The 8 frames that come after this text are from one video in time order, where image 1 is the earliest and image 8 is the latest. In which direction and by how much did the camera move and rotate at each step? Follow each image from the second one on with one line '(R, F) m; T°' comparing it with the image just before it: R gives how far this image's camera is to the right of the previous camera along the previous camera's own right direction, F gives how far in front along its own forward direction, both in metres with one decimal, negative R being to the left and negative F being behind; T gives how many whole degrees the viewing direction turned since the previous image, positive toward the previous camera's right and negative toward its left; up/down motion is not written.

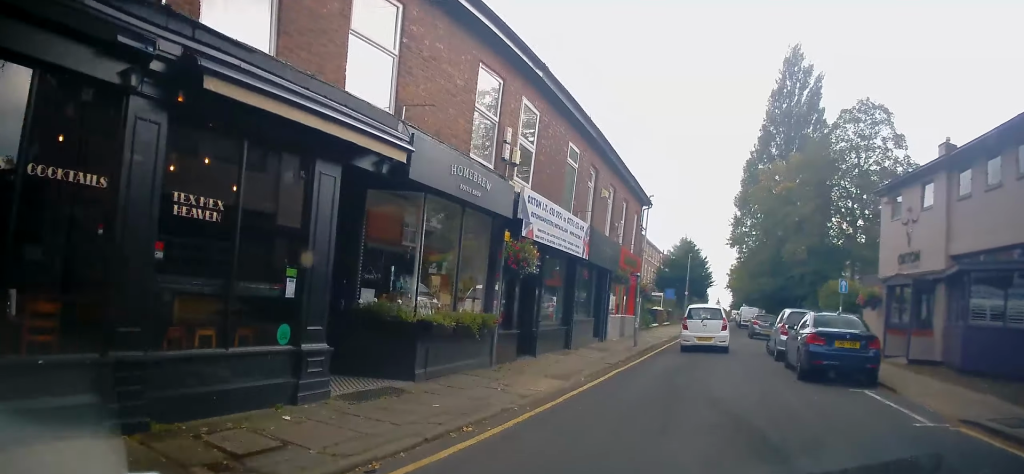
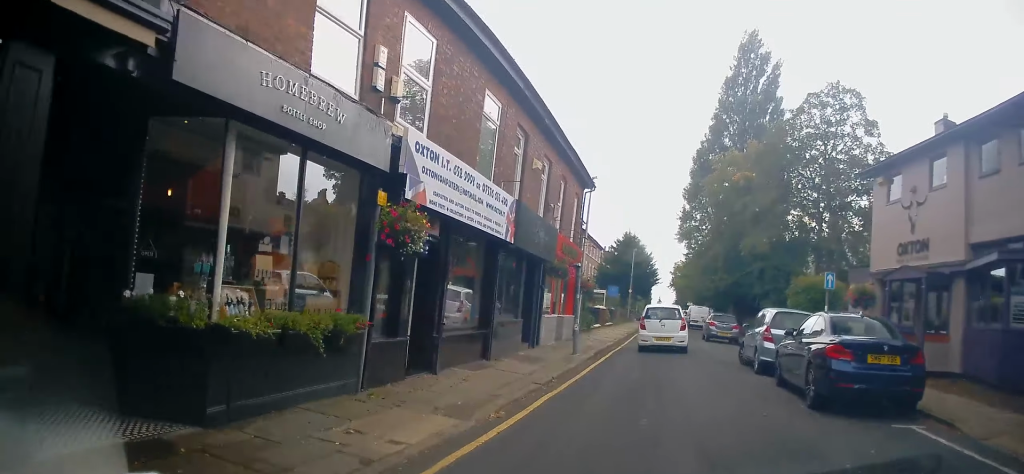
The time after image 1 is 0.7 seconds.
(+0.1, +3.6) m; +6°
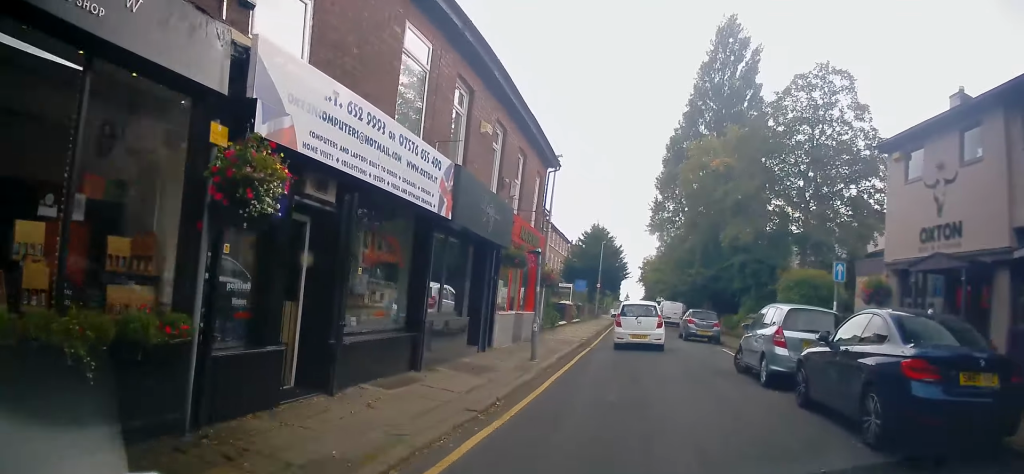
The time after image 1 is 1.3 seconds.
(0.0, +2.7) m; +4°
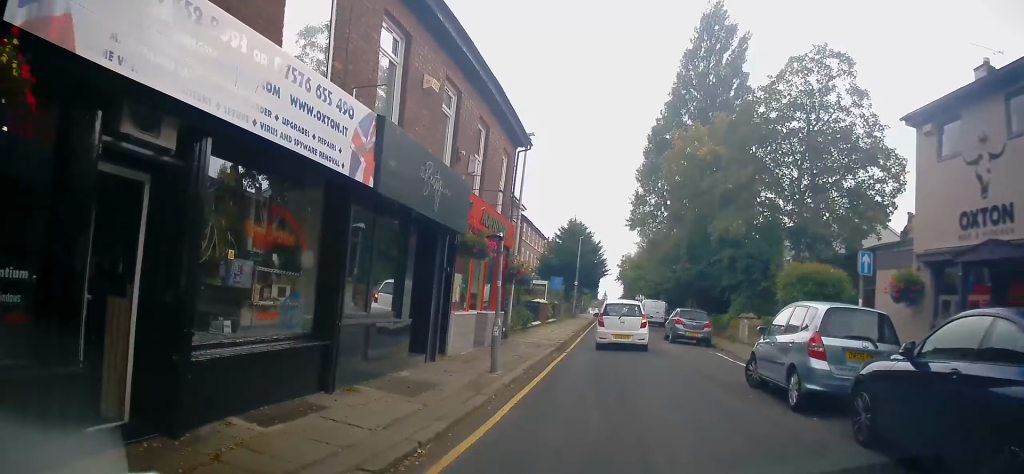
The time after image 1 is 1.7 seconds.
(+0.3, +2.6) m; +1°
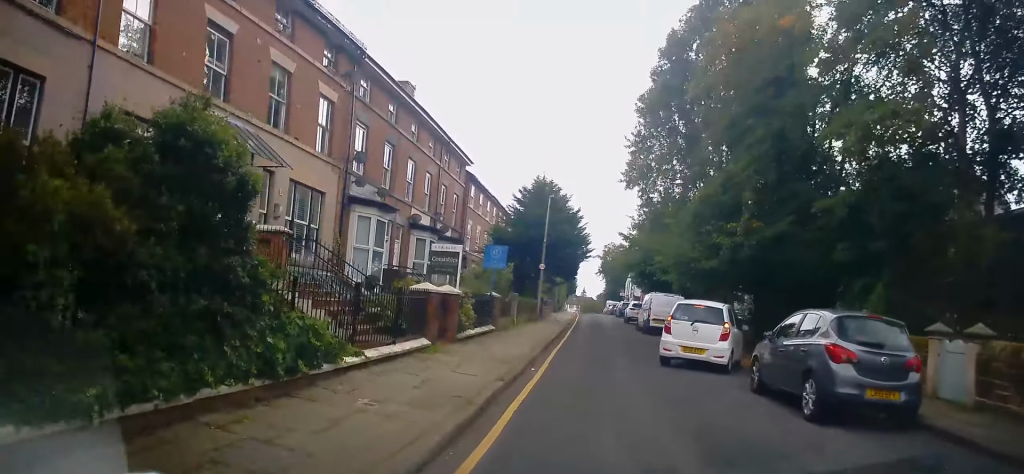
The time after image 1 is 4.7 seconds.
(+0.2, +16.8) m; +2°
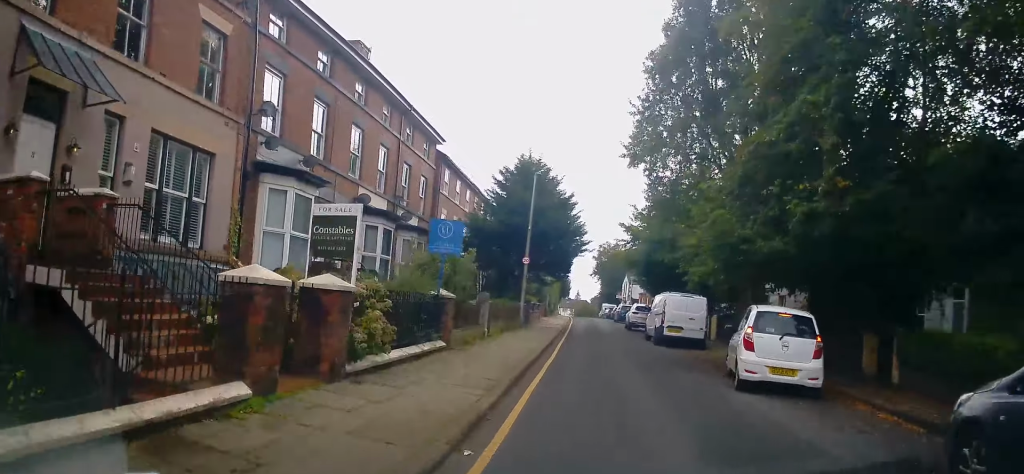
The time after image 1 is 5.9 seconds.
(+0.3, +6.3) m; +2°
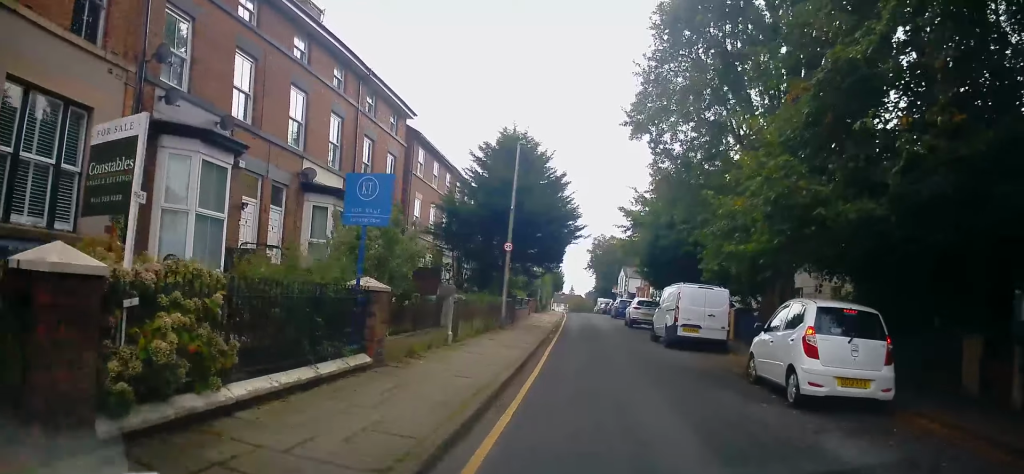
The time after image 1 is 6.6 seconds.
(0.0, +4.2) m; -1°
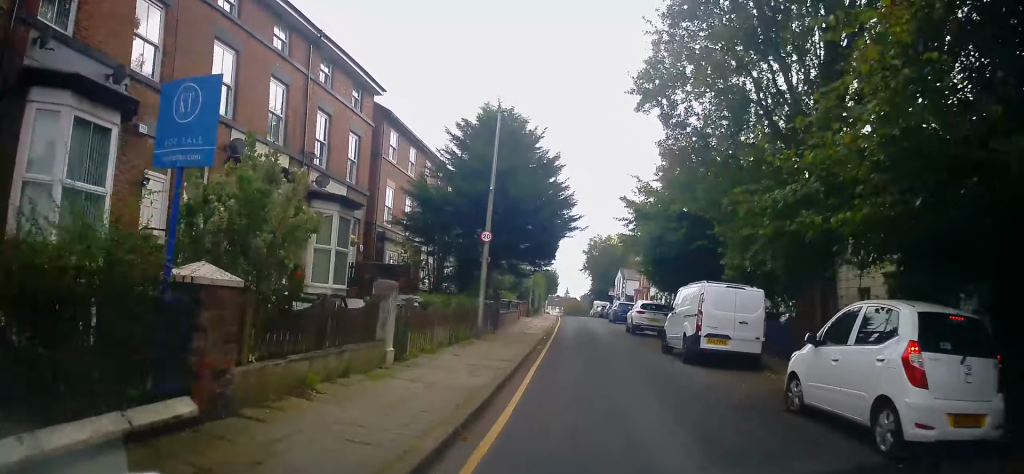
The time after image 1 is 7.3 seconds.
(-0.1, +3.9) m; -2°
